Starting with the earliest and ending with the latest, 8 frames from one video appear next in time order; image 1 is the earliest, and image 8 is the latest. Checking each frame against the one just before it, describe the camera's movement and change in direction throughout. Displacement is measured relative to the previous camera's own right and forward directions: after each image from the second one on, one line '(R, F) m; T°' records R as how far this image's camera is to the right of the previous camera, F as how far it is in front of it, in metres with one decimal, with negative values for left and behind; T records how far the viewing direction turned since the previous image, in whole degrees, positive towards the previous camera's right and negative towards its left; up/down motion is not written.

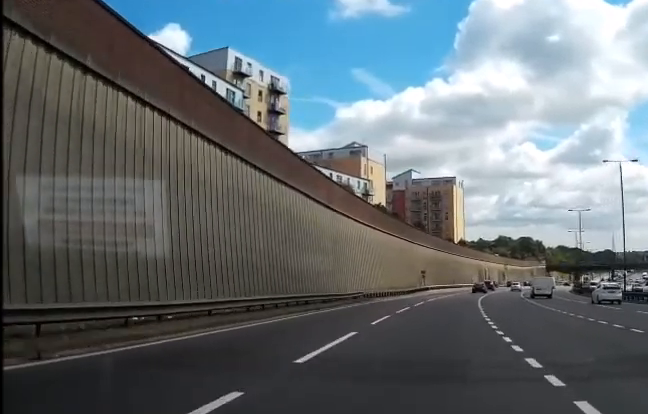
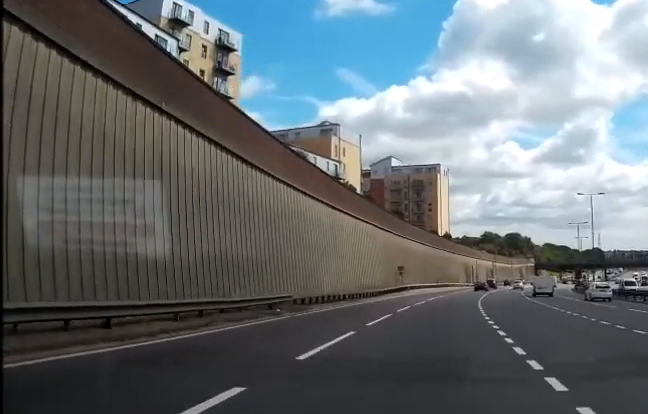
(+0.4, +16.4) m; +2°
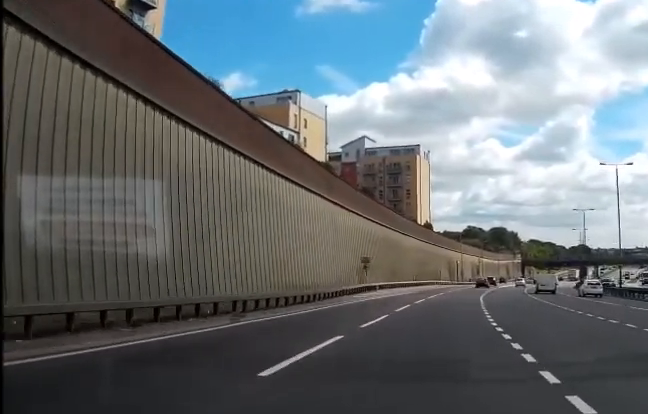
(+0.3, +18.5) m; +2°
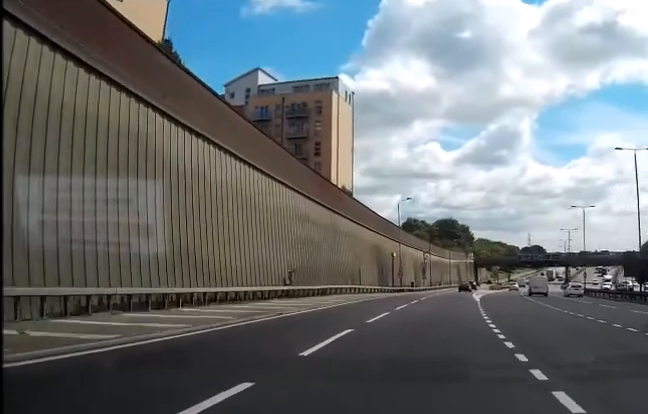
(+1.9, +47.6) m; +5°
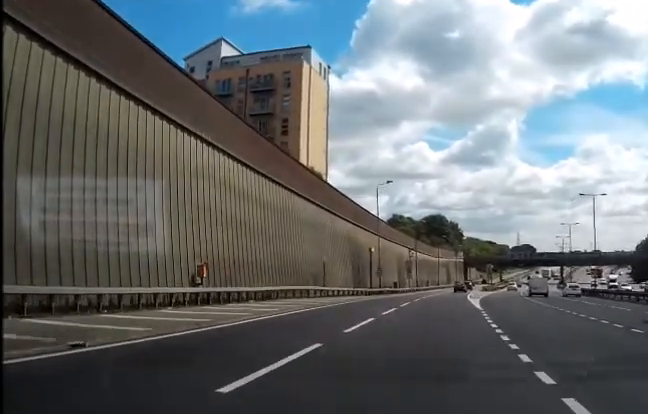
(+0.1, +12.3) m; +1°
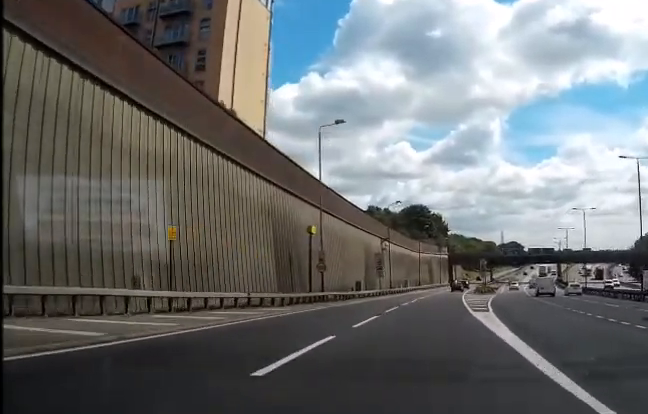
(+0.4, +23.2) m; +2°
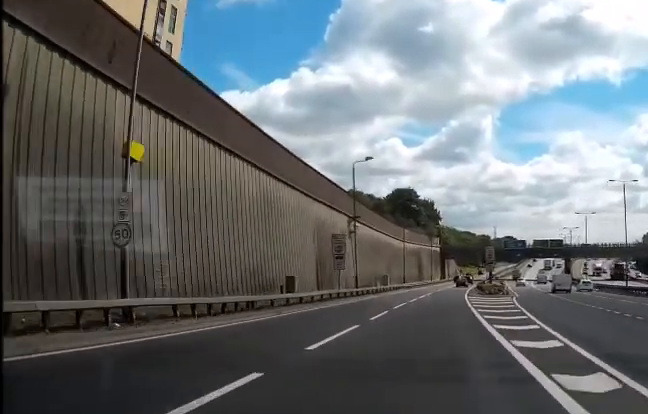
(+0.5, +23.8) m; +2°
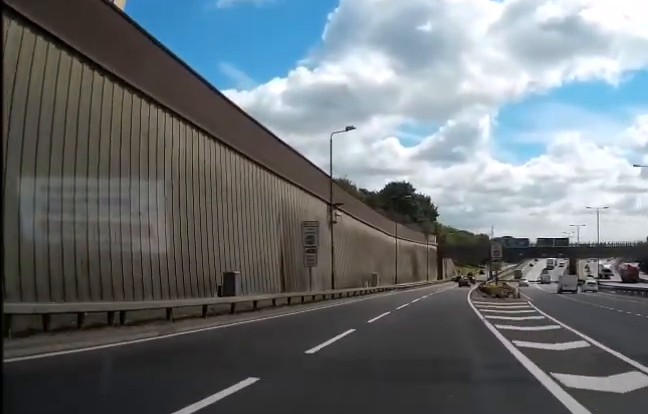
(0.0, +9.7) m; 0°
